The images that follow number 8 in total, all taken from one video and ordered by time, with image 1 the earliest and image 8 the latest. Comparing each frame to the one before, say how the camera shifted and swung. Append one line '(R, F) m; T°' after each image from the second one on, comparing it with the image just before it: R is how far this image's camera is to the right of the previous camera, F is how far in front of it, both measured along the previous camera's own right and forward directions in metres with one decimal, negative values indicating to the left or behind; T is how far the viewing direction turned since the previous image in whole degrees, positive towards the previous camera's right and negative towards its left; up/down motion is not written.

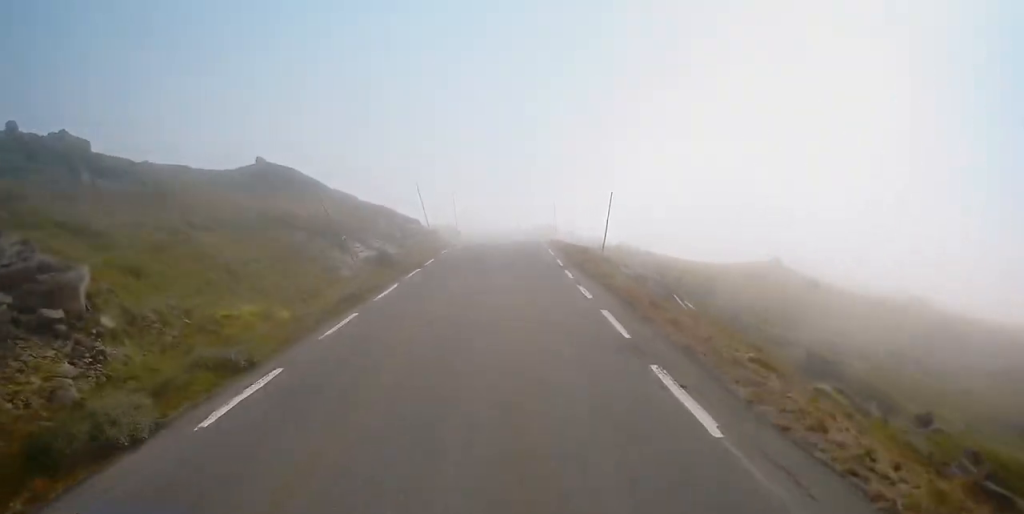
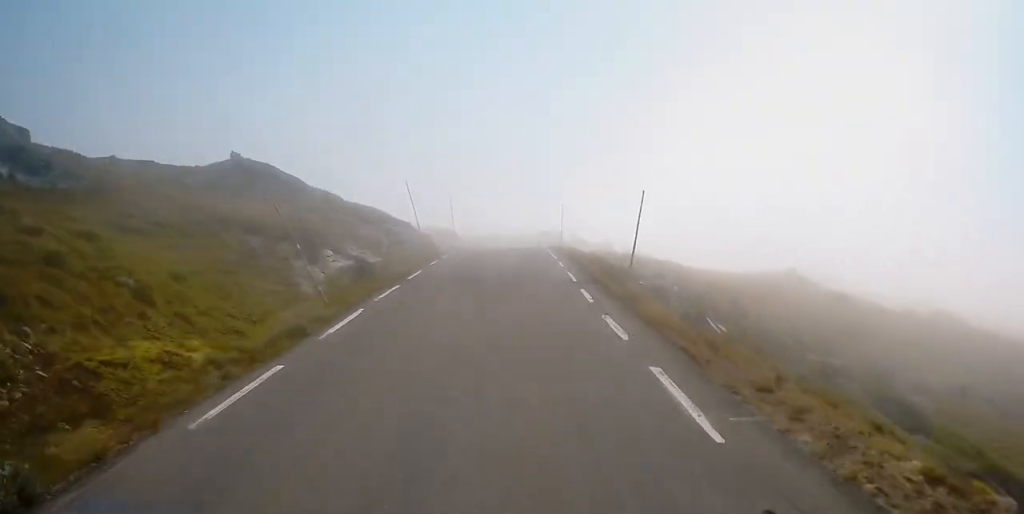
(0.0, +5.9) m; -1°
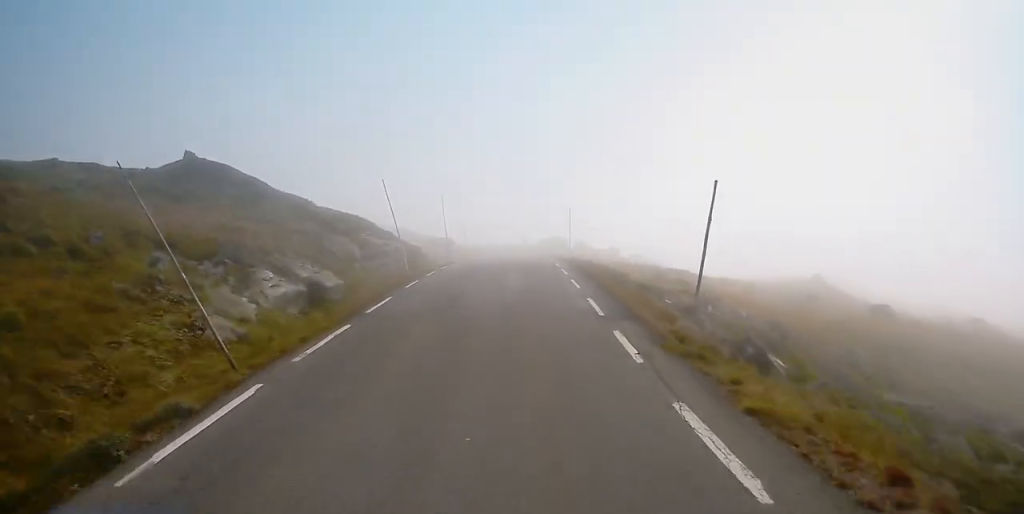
(0.0, +7.6) m; -2°
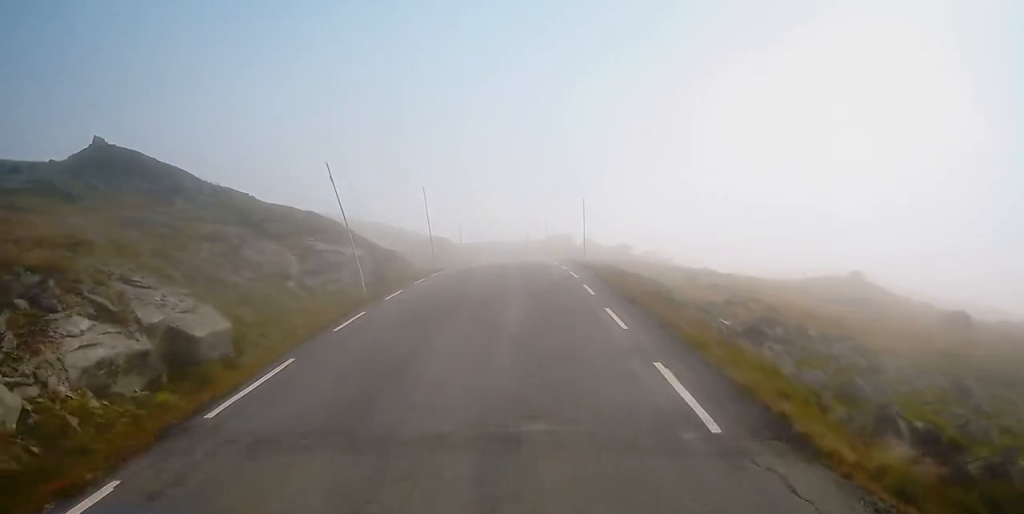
(-0.4, +10.2) m; +1°
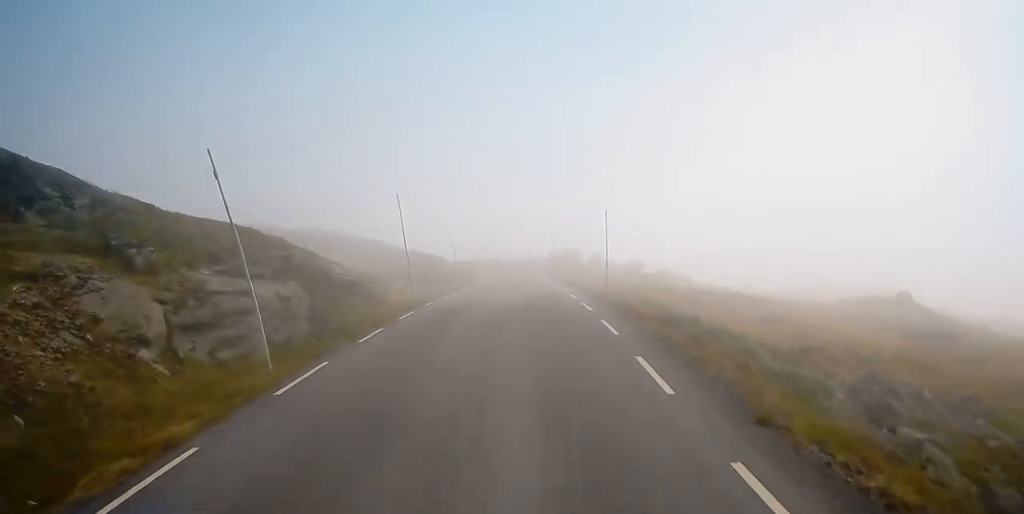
(+0.5, +10.1) m; +3°
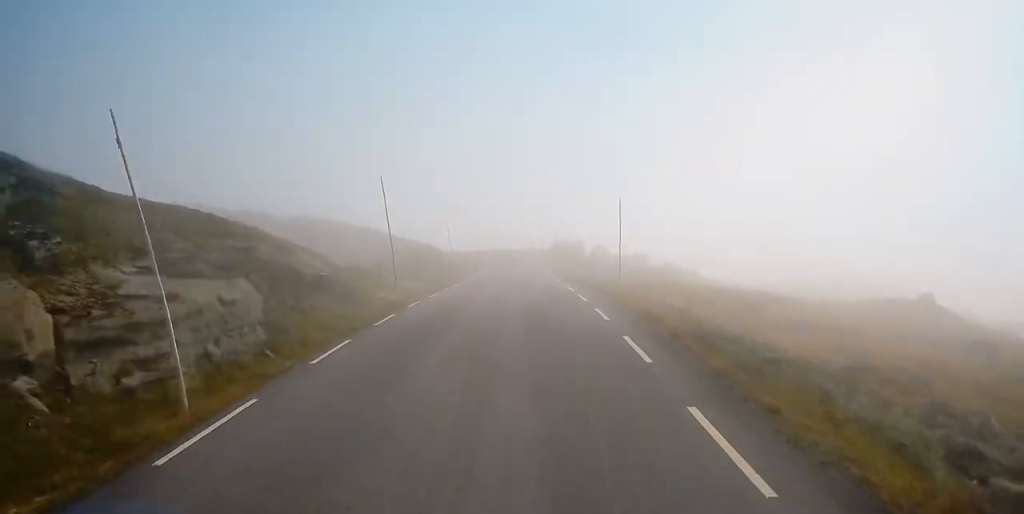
(0.0, +4.0) m; 0°
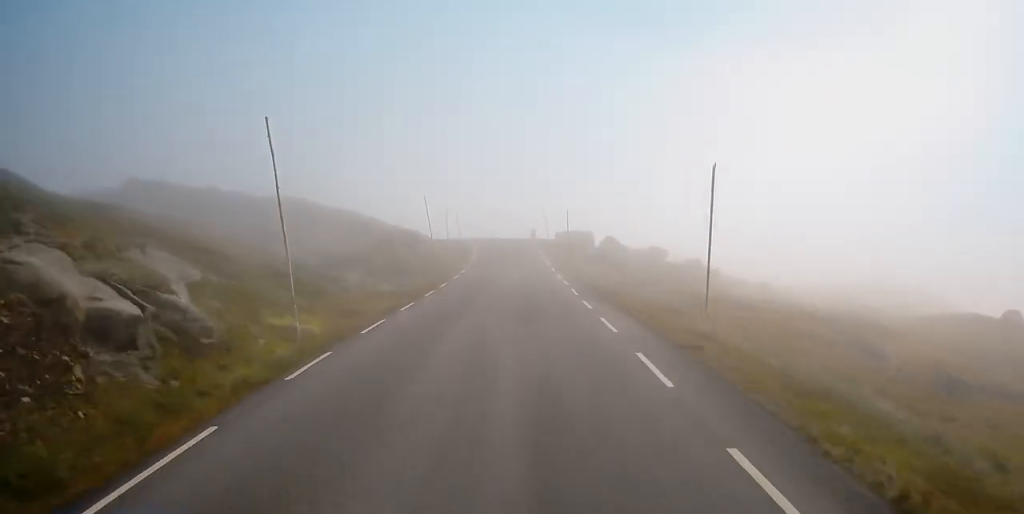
(-0.2, +13.6) m; -3°
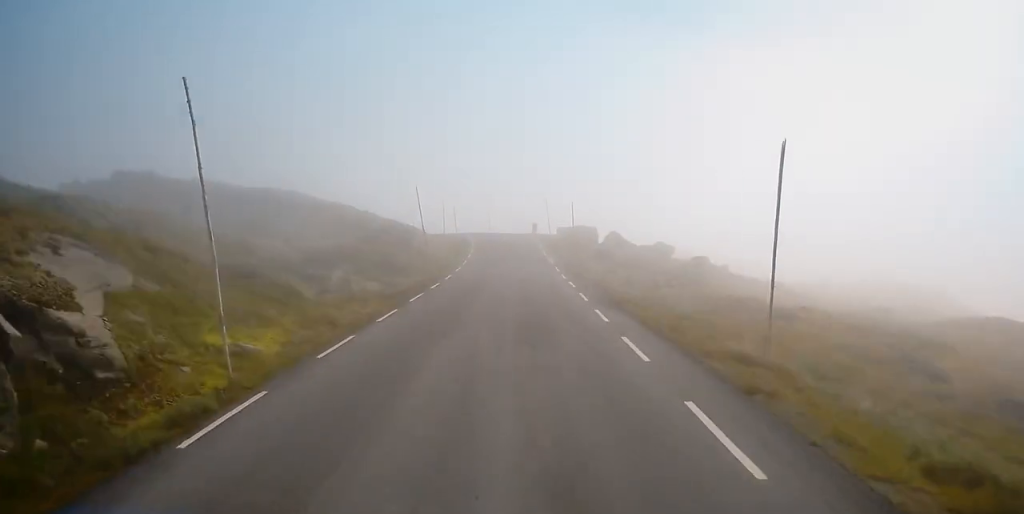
(-0.2, +4.0) m; 0°
